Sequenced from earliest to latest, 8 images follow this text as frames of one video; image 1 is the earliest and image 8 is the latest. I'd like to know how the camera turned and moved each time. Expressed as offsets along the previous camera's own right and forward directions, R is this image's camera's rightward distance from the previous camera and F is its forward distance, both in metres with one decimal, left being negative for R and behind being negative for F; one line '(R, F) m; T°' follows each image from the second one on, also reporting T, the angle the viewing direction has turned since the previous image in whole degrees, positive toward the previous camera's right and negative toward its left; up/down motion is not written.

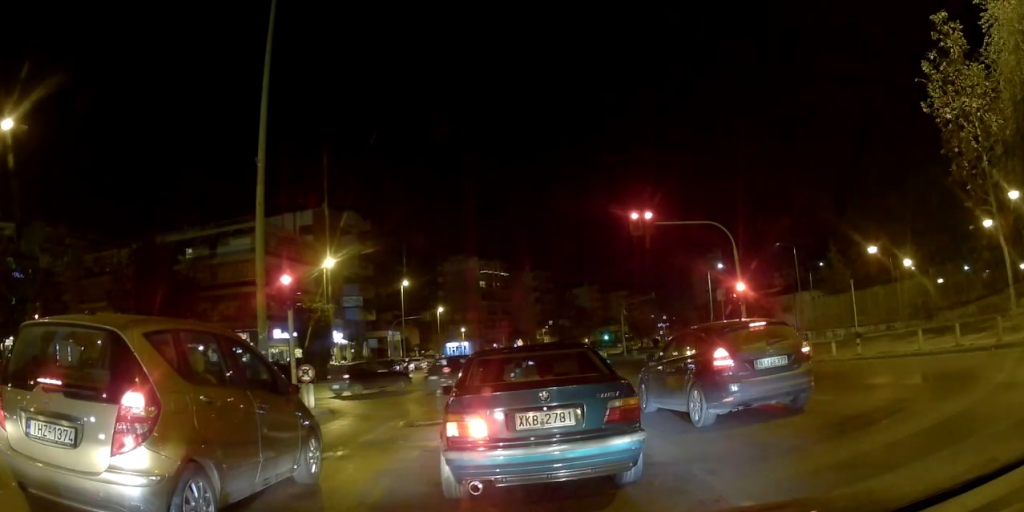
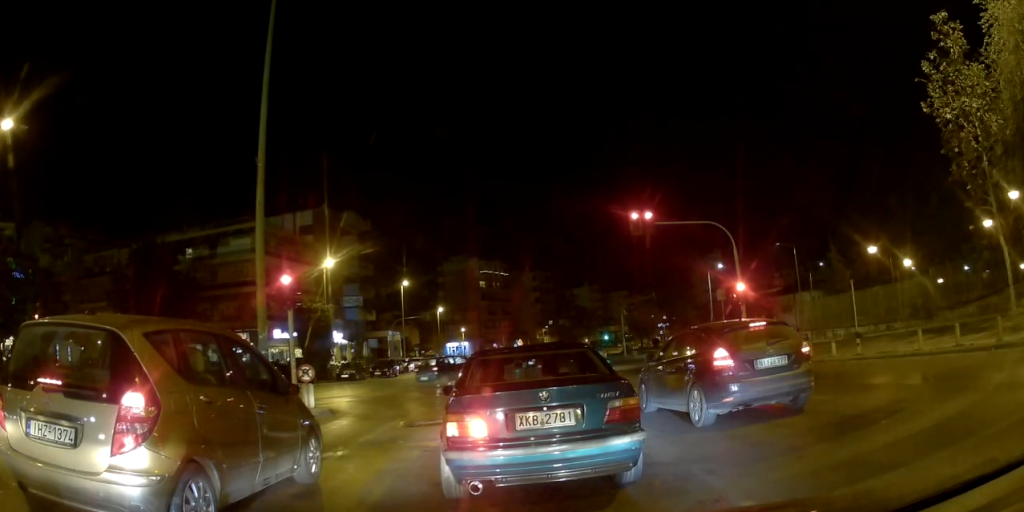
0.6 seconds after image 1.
(0.0, 0.0) m; 0°
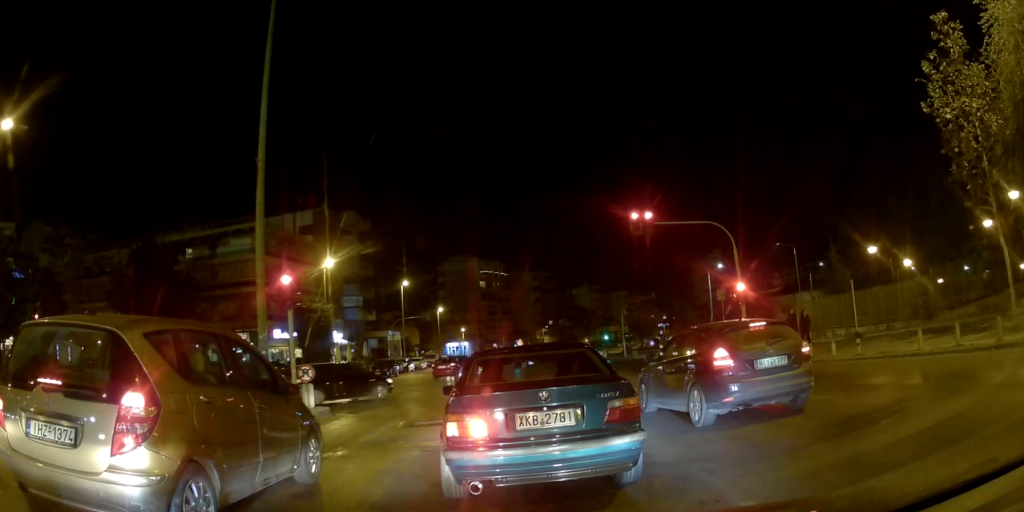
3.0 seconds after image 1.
(0.0, 0.0) m; 0°
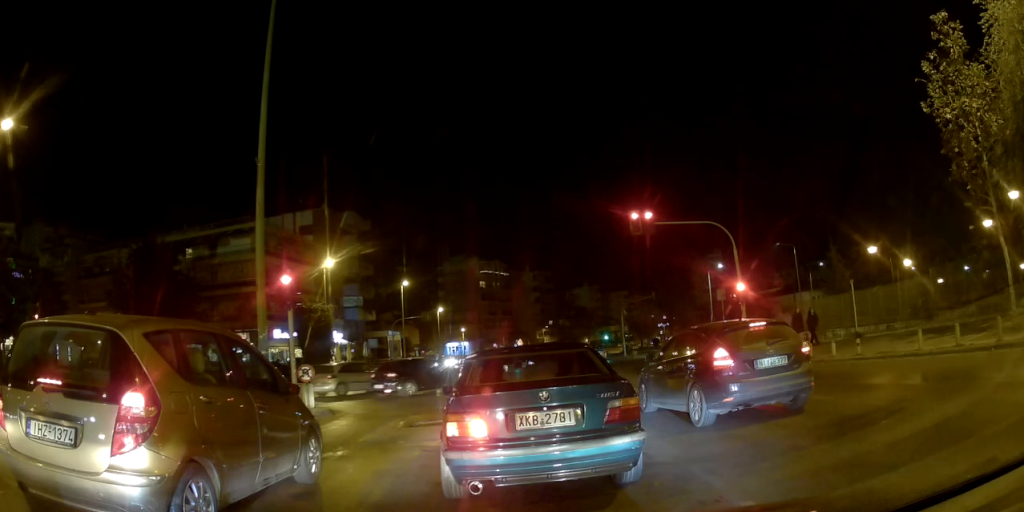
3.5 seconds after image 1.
(0.0, 0.0) m; 0°
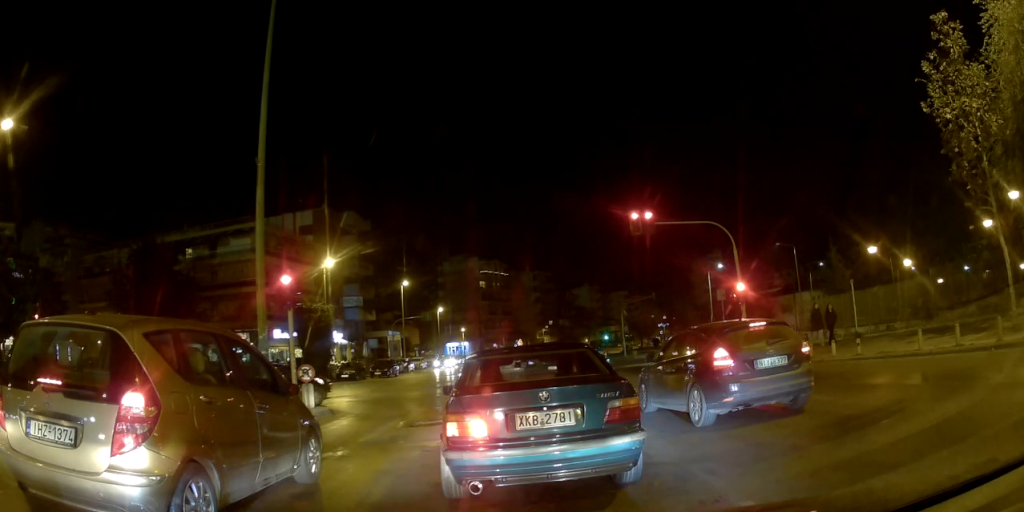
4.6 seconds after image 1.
(0.0, 0.0) m; 0°
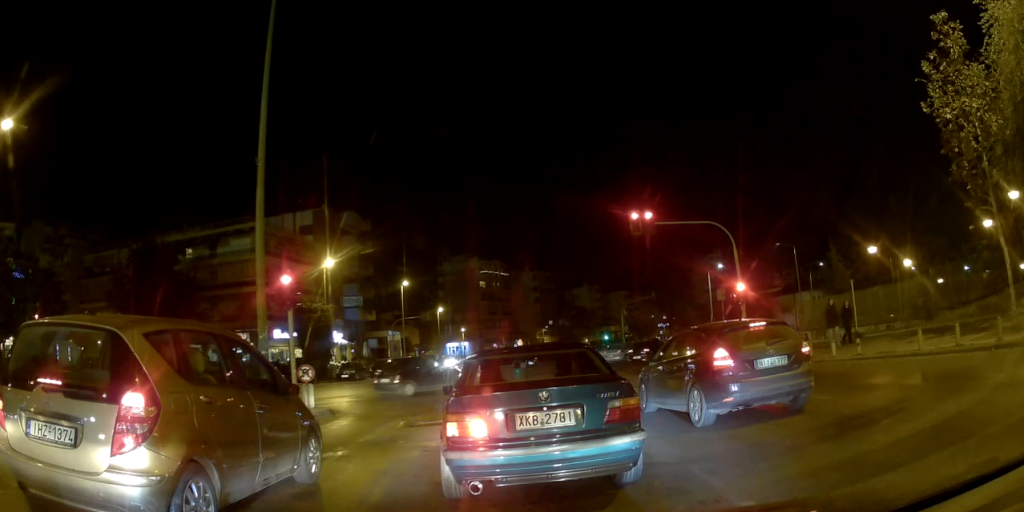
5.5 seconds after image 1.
(0.0, 0.0) m; 0°
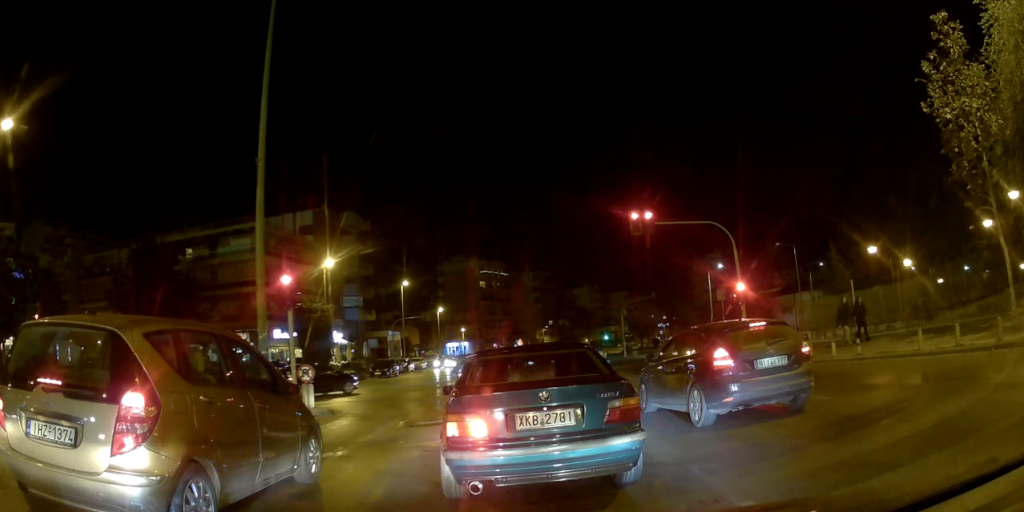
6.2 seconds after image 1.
(0.0, 0.0) m; 0°
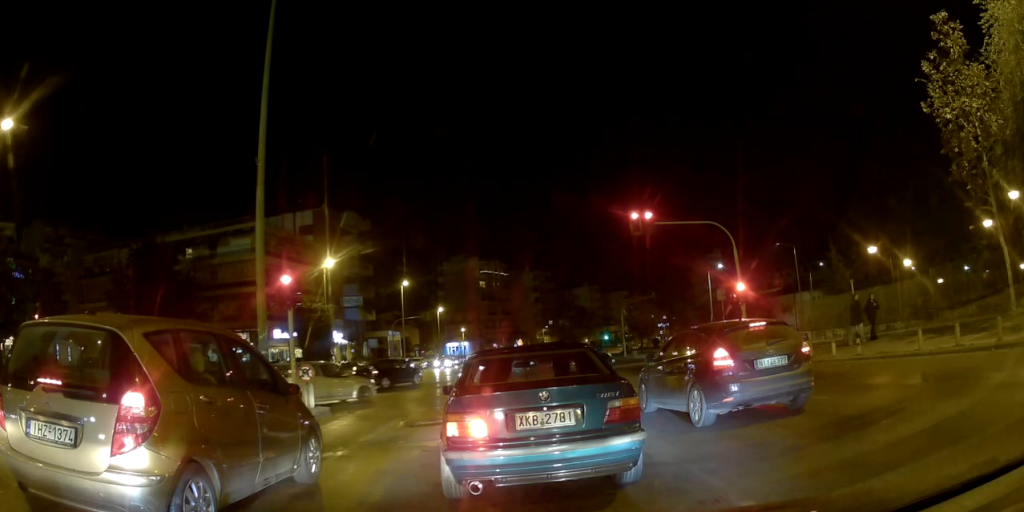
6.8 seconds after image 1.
(0.0, 0.0) m; 0°
